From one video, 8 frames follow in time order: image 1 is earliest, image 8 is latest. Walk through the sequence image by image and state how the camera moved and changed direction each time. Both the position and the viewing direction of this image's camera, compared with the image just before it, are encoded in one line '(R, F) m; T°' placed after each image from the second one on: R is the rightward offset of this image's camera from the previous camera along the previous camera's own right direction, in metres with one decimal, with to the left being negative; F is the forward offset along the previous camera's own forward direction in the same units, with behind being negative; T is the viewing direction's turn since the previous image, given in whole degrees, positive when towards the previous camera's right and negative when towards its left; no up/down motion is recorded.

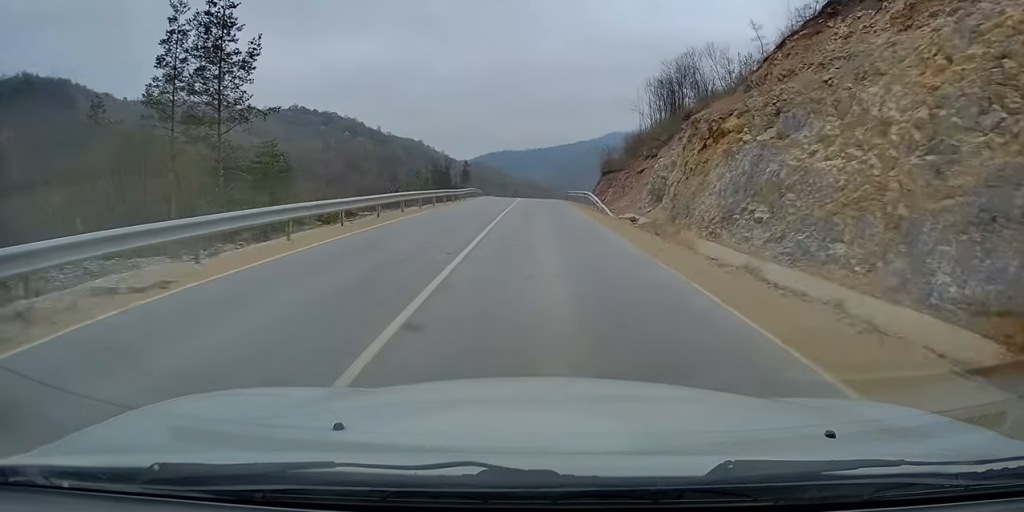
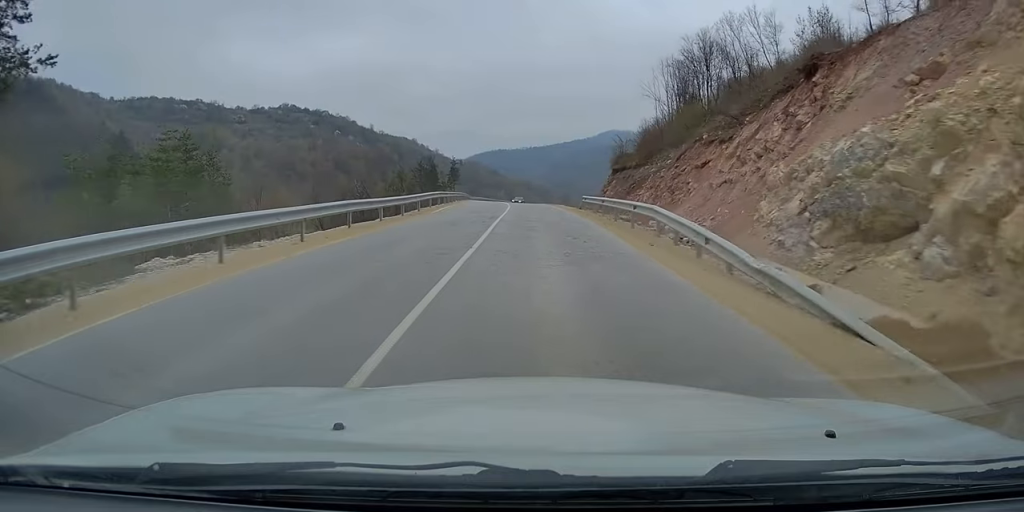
(0.0, +19.8) m; 0°
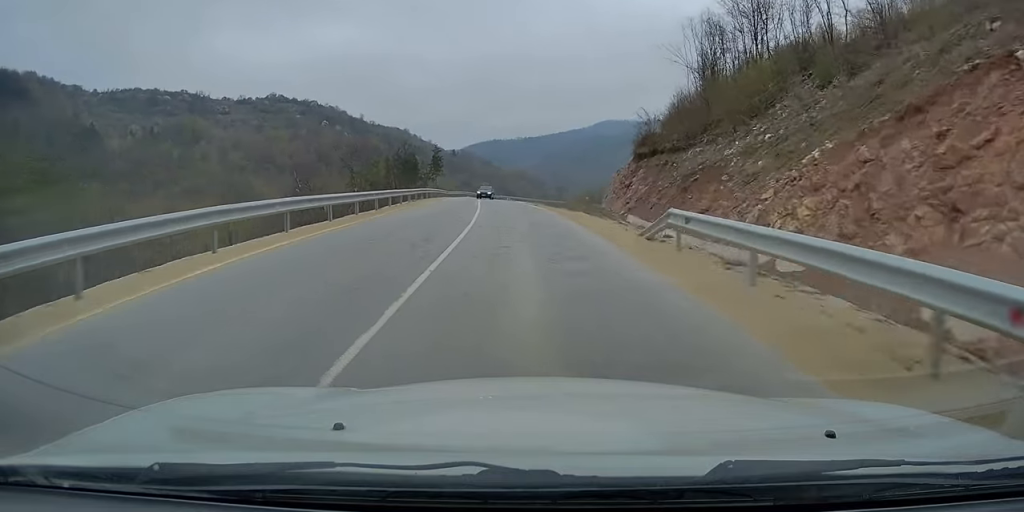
(-0.1, +24.2) m; -1°
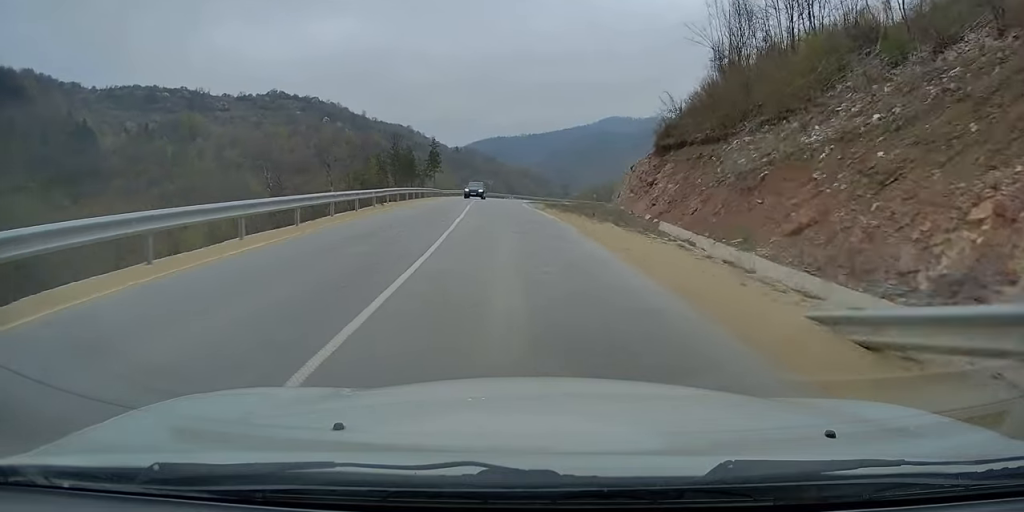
(0.0, +9.9) m; 0°
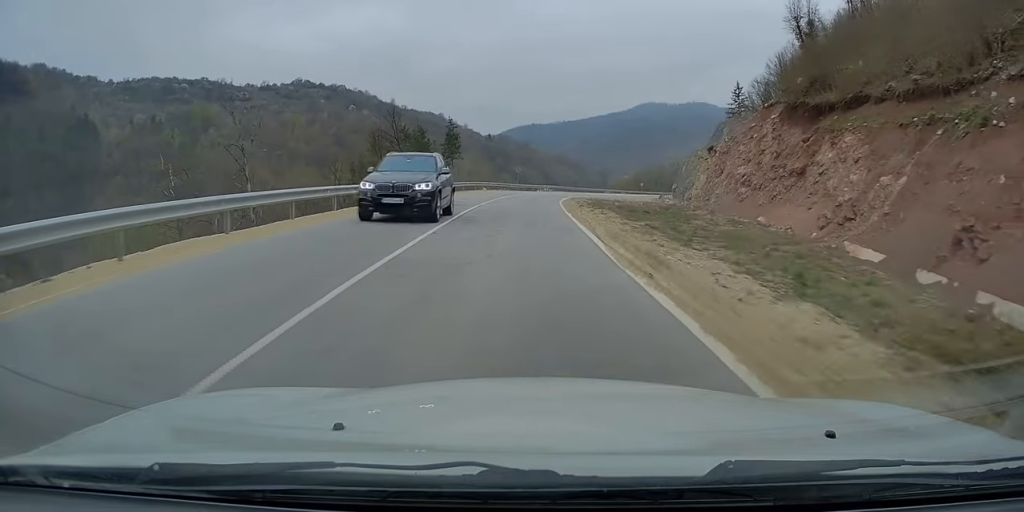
(-0.3, +25.0) m; -1°
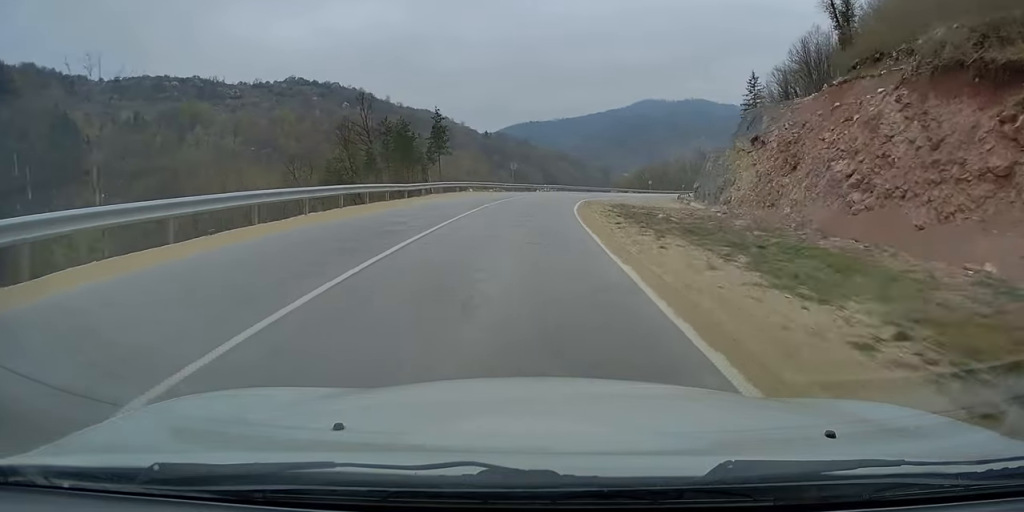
(-0.3, +14.2) m; +1°
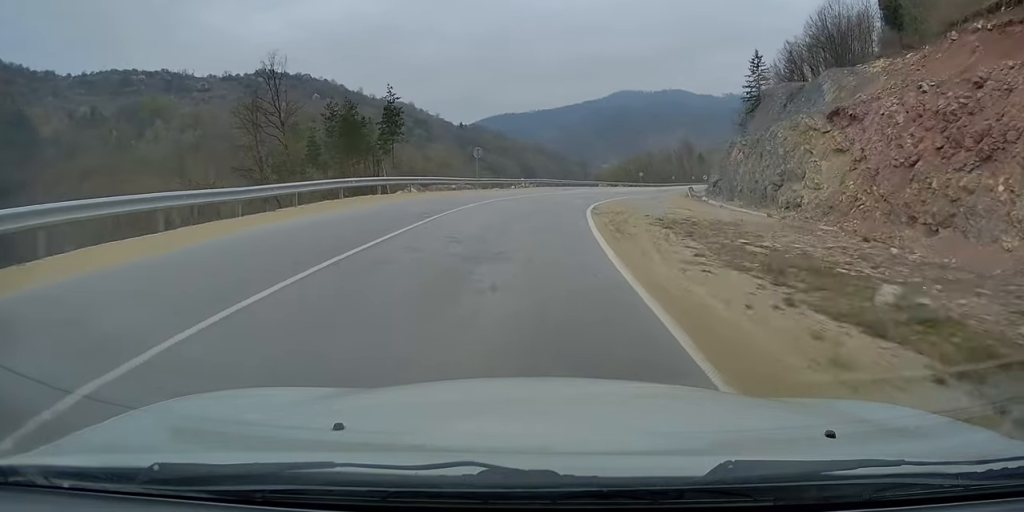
(+0.5, +18.6) m; +4°
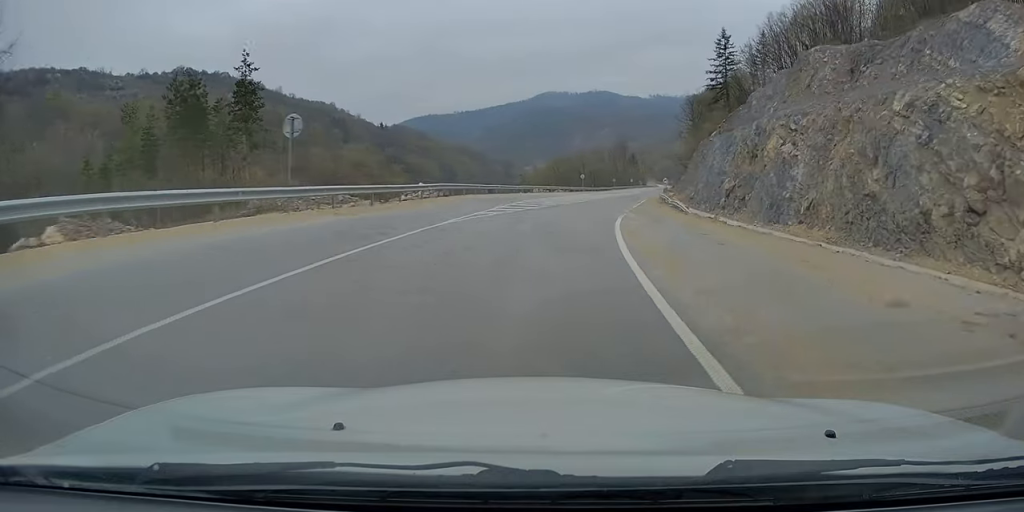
(+1.4, +25.4) m; +7°
